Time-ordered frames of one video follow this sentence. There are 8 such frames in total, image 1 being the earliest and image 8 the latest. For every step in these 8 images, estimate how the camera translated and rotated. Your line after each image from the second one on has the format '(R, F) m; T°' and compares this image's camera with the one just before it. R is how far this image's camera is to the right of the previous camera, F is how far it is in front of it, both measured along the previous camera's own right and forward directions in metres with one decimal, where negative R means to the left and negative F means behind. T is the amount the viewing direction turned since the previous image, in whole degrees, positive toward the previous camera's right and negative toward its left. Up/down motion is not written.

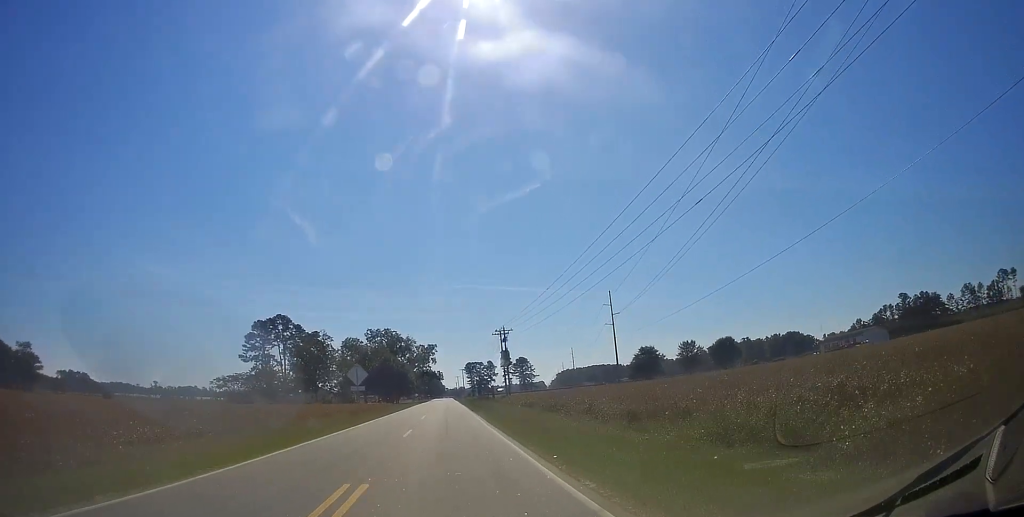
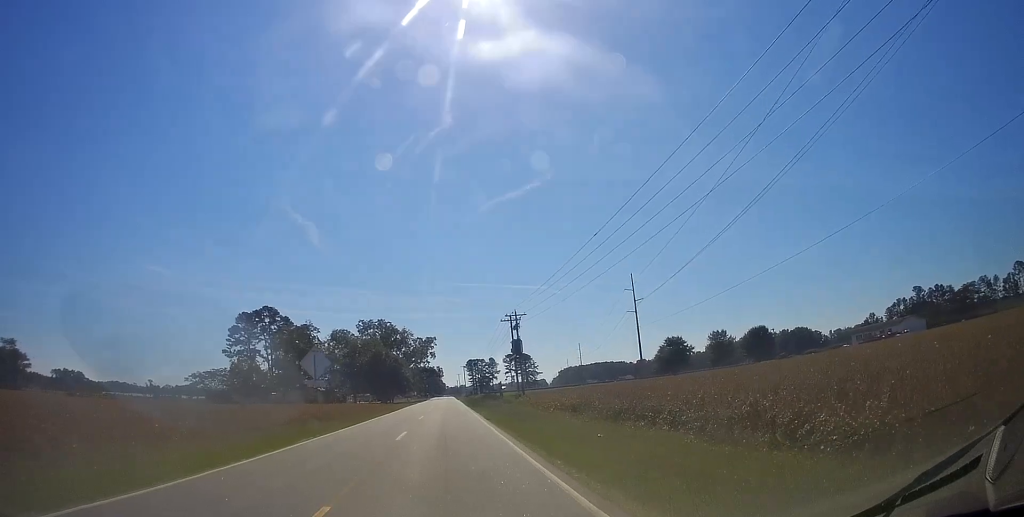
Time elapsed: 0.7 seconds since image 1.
(0.0, +13.6) m; 0°
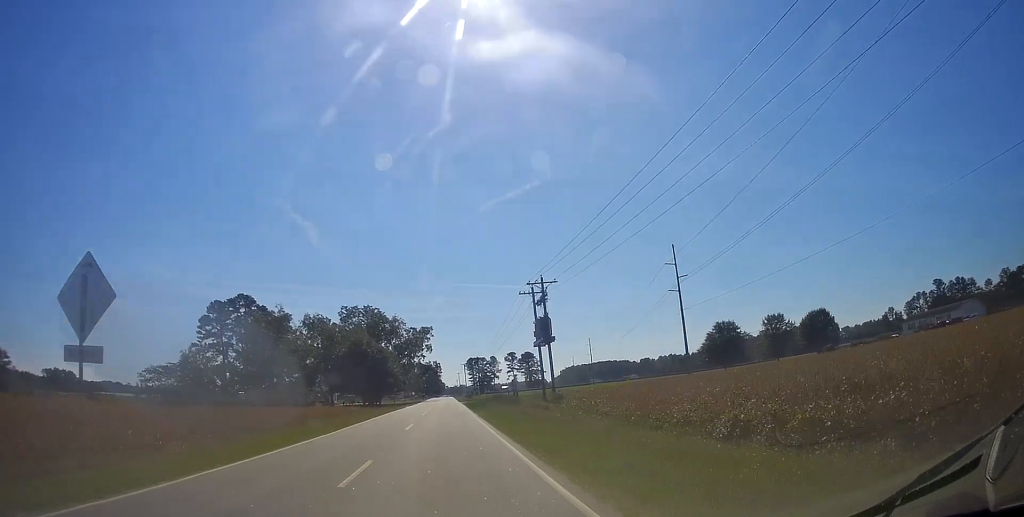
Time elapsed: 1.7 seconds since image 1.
(+0.3, +19.6) m; 0°
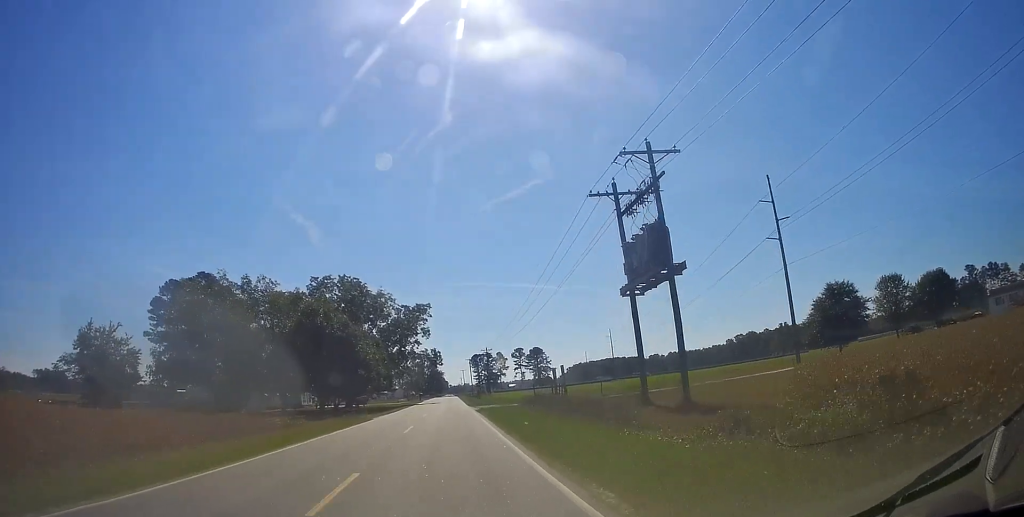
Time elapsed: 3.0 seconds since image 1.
(-0.1, +26.1) m; -1°
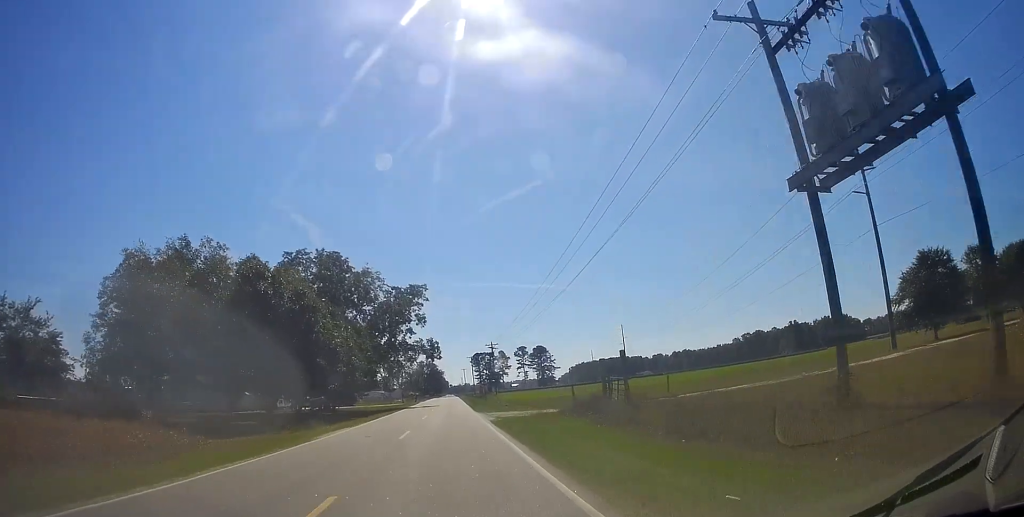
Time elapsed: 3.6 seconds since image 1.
(0.0, +14.0) m; -1°
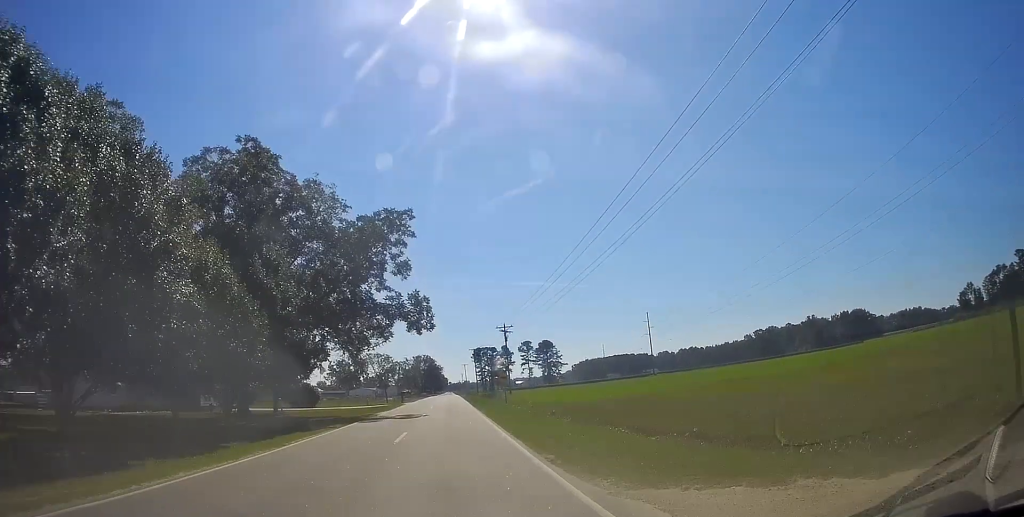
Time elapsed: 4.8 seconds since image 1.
(-0.5, +26.4) m; -1°
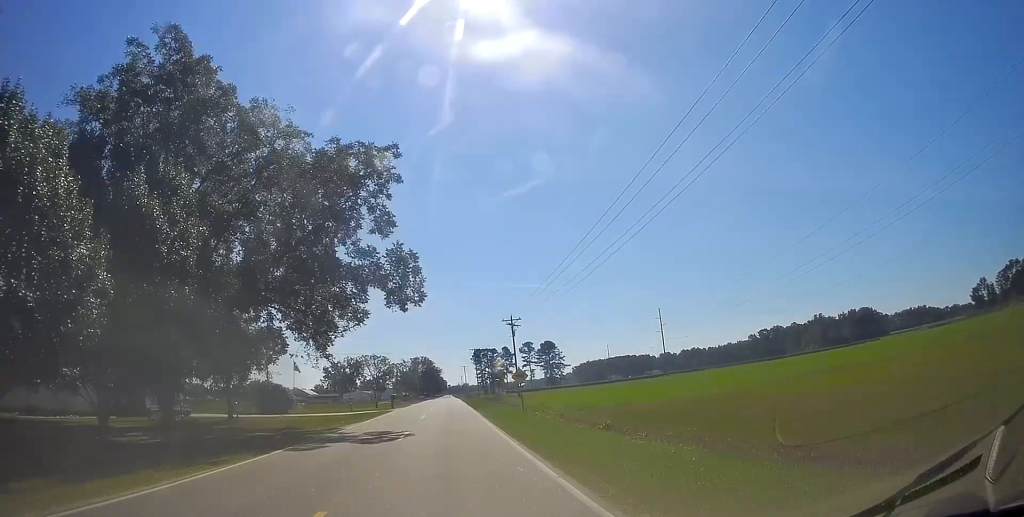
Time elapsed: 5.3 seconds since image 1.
(0.0, +11.0) m; 0°
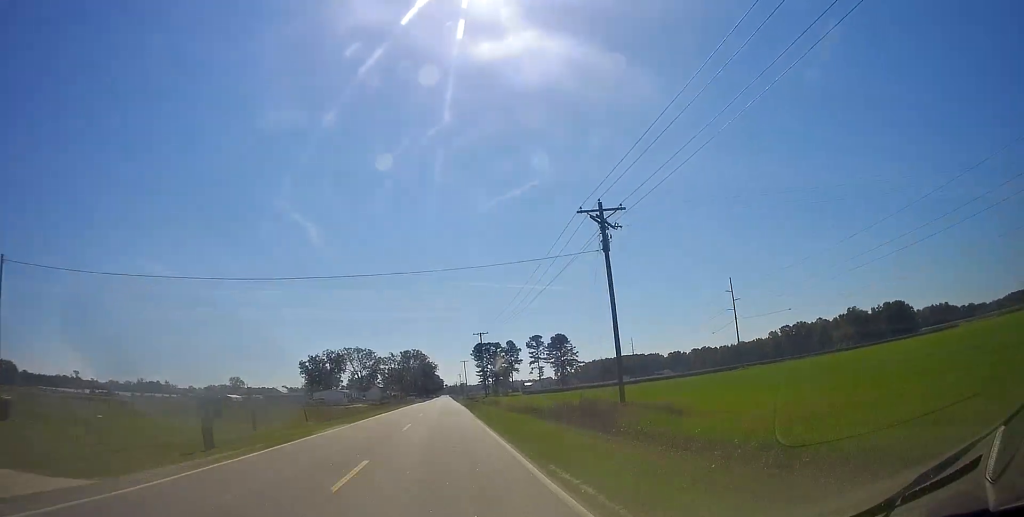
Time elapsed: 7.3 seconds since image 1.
(+0.4, +44.0) m; +1°
